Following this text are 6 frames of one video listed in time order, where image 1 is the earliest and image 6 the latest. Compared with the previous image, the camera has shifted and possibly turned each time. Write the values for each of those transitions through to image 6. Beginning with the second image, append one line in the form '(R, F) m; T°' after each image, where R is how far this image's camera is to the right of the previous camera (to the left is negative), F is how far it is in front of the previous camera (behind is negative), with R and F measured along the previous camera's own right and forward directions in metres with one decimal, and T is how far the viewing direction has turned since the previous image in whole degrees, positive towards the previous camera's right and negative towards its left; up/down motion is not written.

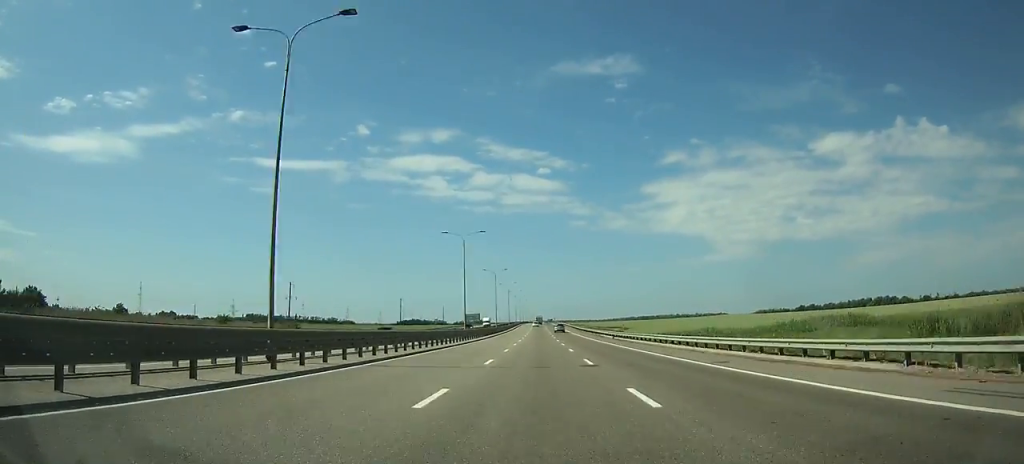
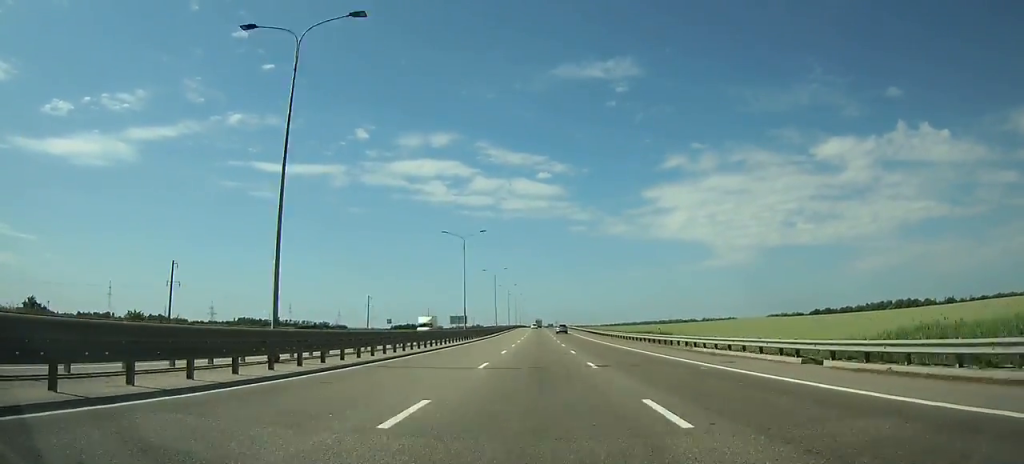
(+0.1, +48.4) m; 0°
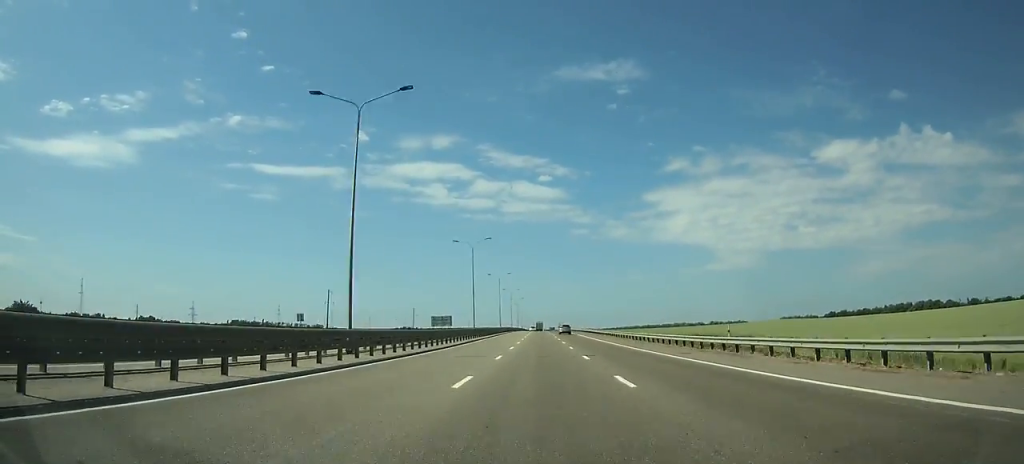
(0.0, +41.3) m; 0°
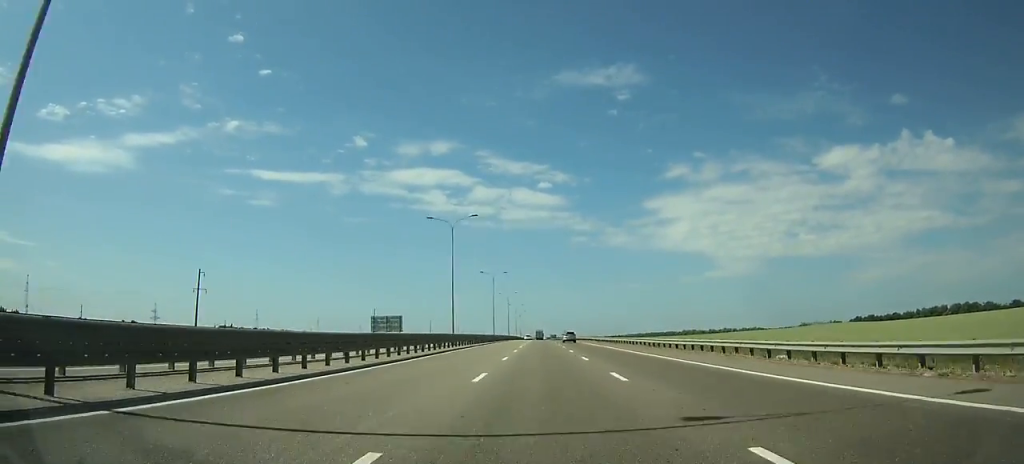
(-0.1, +72.5) m; 0°
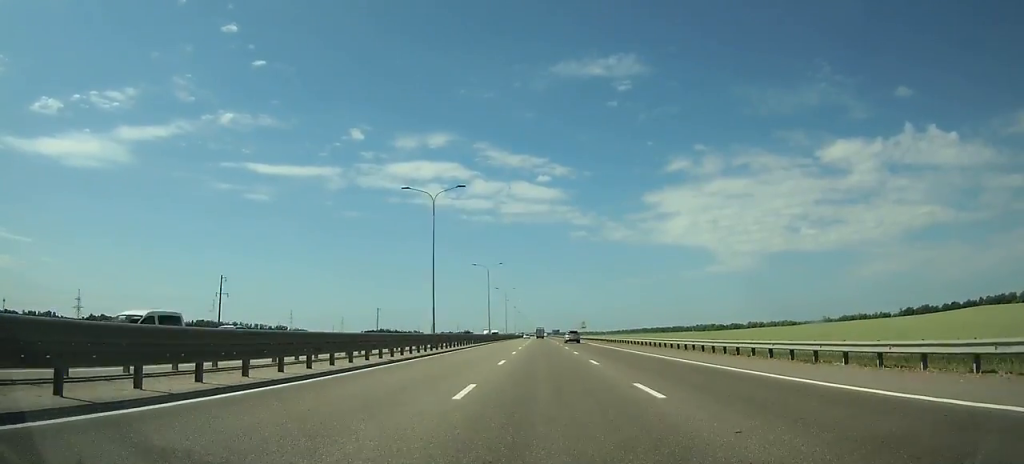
(+0.1, +113.5) m; 0°
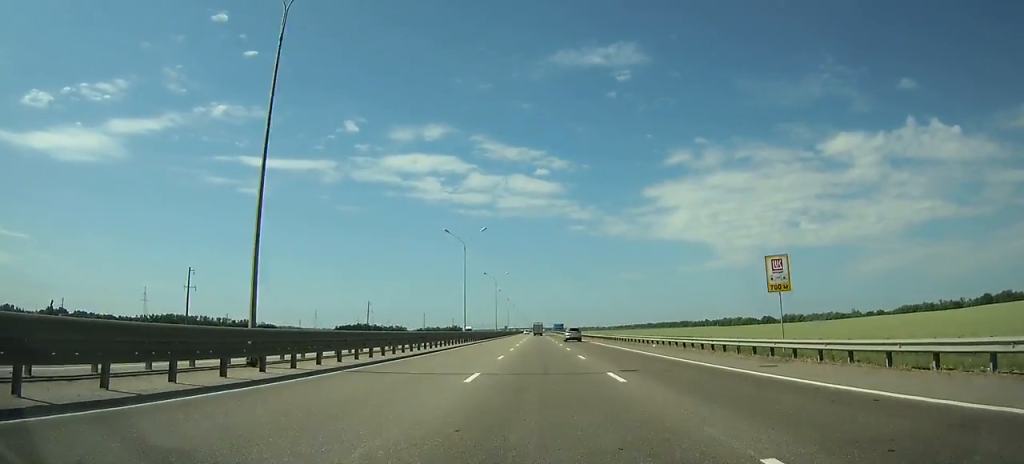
(+0.1, +126.1) m; 0°
